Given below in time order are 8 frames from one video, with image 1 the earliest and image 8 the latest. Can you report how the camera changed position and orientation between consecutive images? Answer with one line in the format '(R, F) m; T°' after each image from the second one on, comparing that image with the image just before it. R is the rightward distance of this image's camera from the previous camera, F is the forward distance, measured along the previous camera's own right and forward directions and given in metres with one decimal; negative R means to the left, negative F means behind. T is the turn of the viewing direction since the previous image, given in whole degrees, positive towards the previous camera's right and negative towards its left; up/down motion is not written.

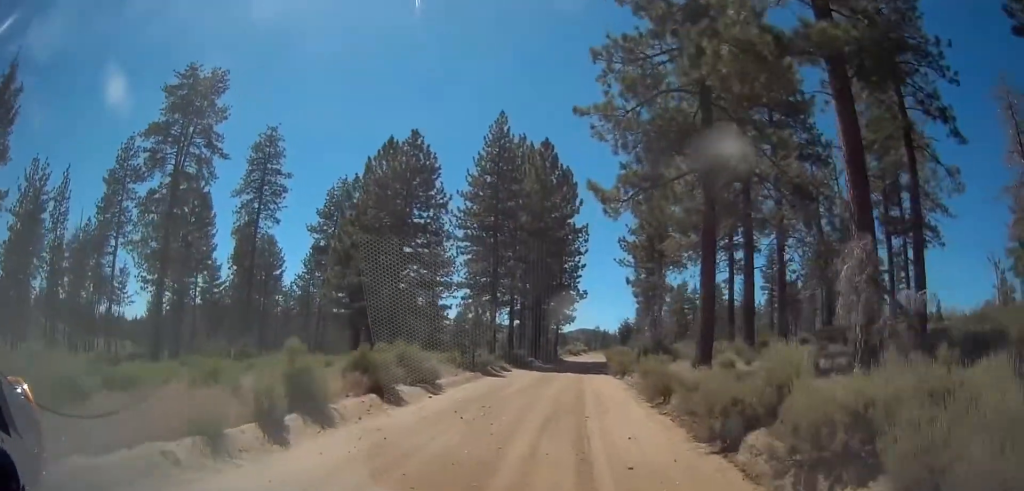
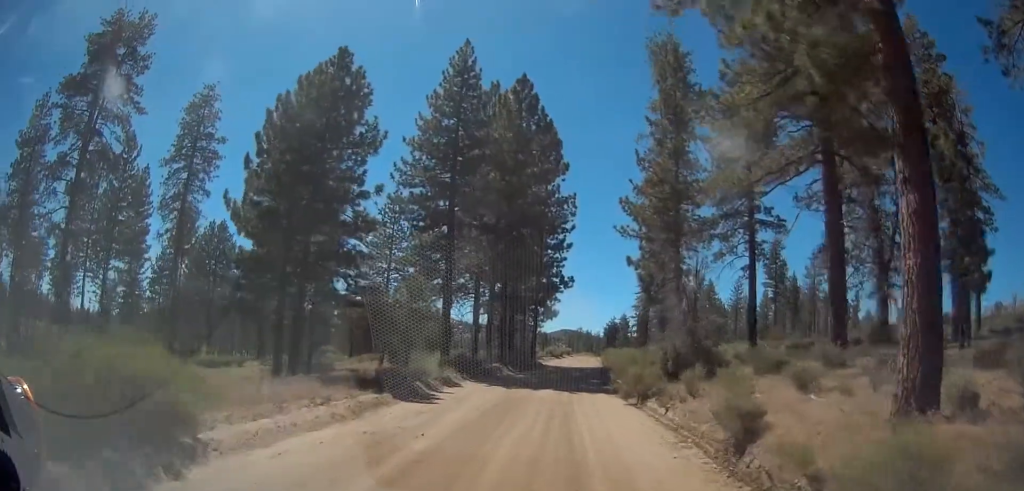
(+0.6, +12.9) m; +5°
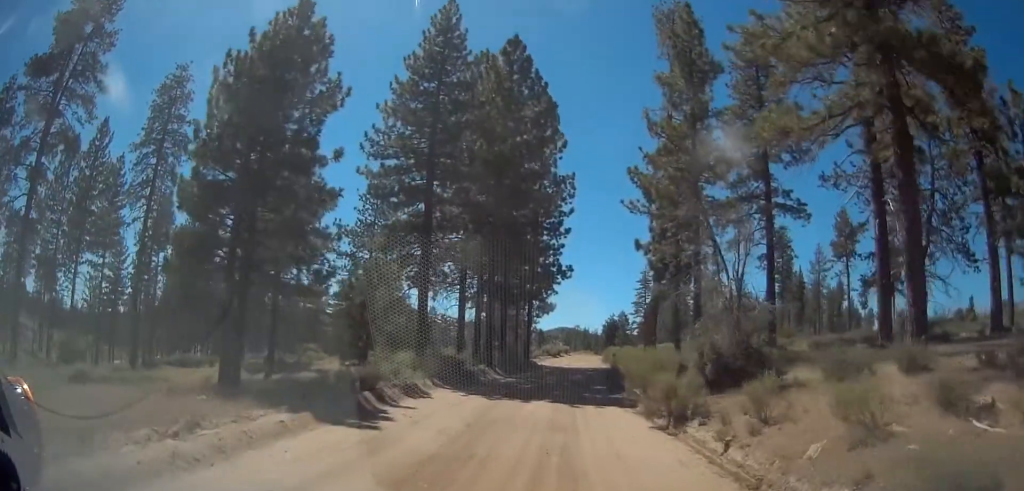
(+0.2, +5.5) m; +2°
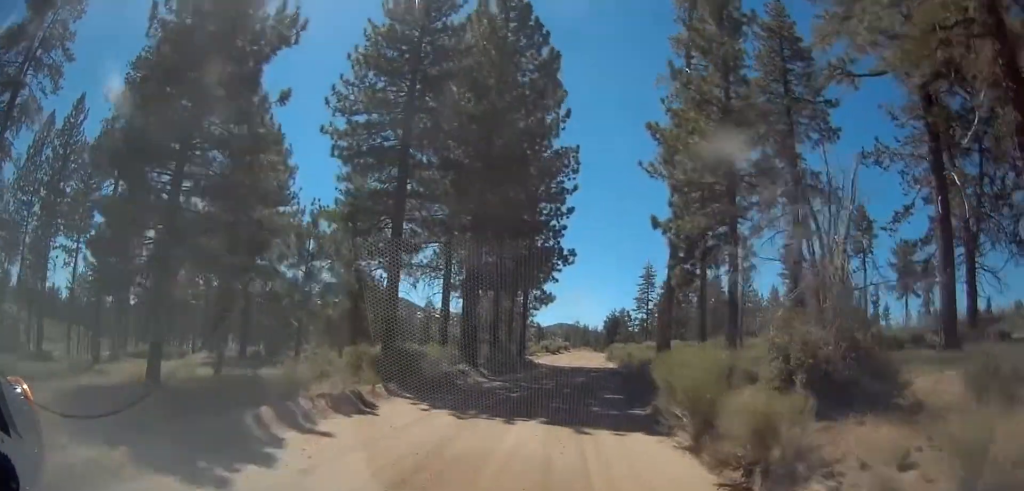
(0.0, +5.6) m; 0°
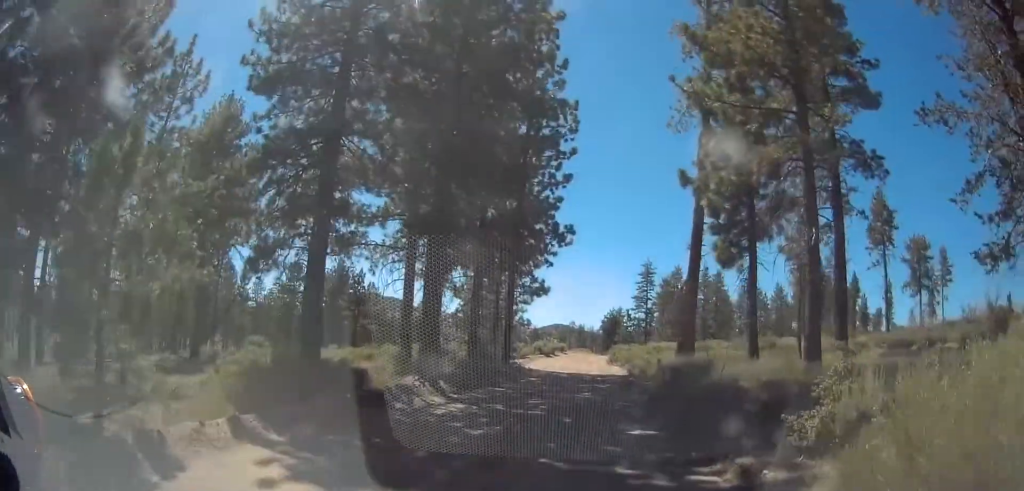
(0.0, +7.4) m; 0°
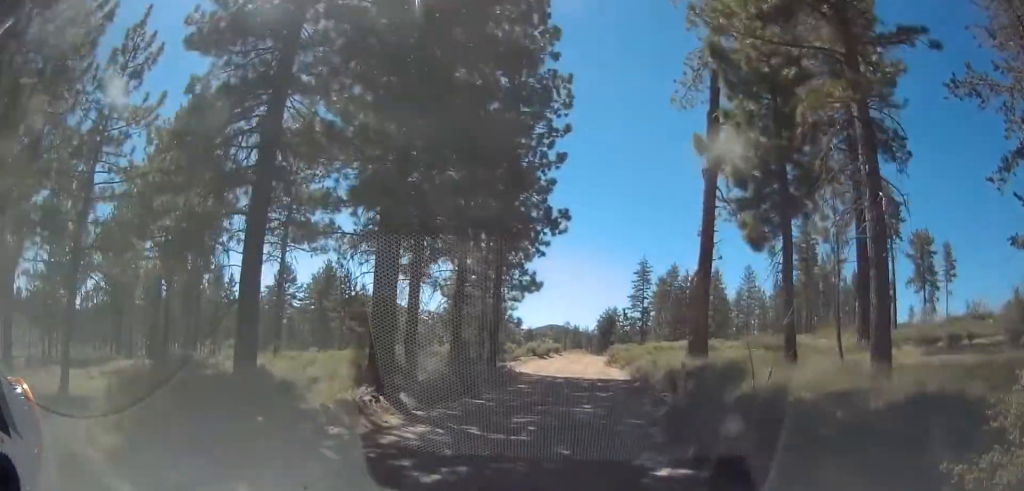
(0.0, +3.5) m; 0°
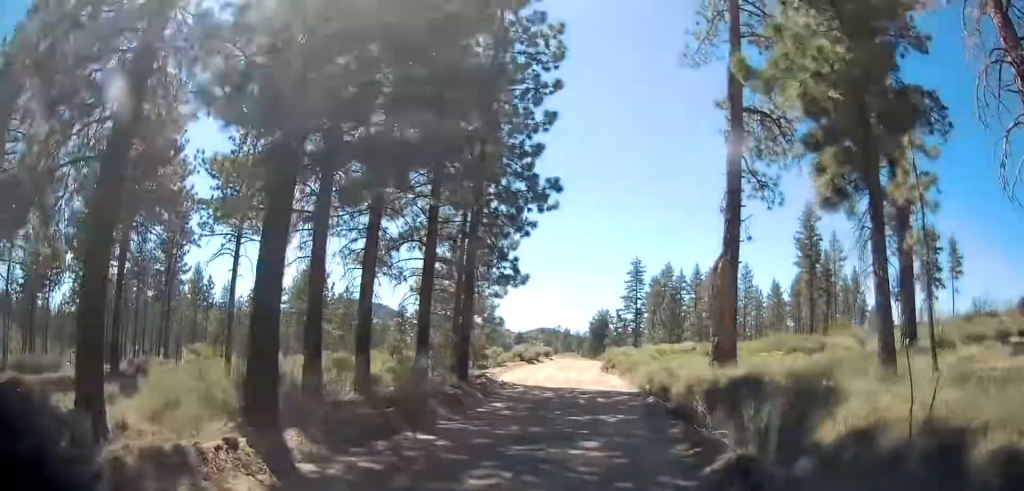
(0.0, +5.3) m; +2°
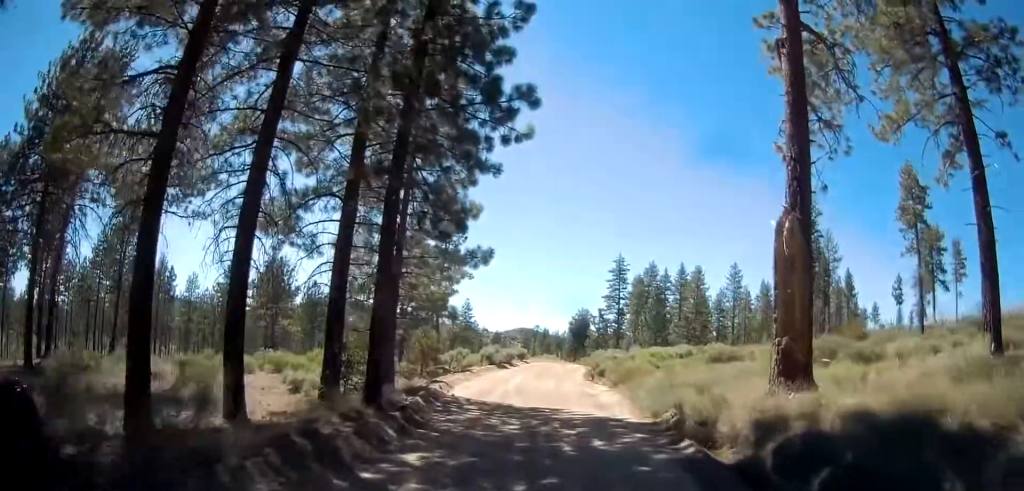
(+0.3, +7.6) m; +2°
